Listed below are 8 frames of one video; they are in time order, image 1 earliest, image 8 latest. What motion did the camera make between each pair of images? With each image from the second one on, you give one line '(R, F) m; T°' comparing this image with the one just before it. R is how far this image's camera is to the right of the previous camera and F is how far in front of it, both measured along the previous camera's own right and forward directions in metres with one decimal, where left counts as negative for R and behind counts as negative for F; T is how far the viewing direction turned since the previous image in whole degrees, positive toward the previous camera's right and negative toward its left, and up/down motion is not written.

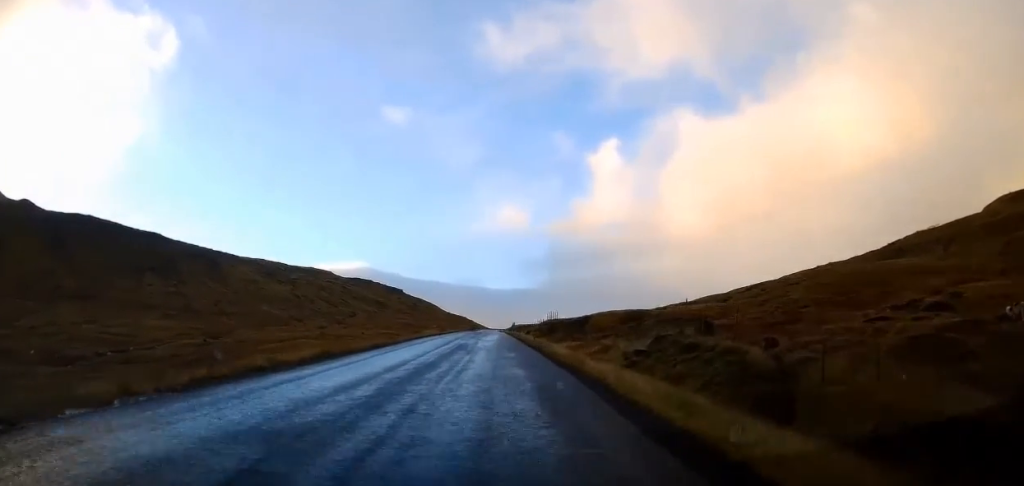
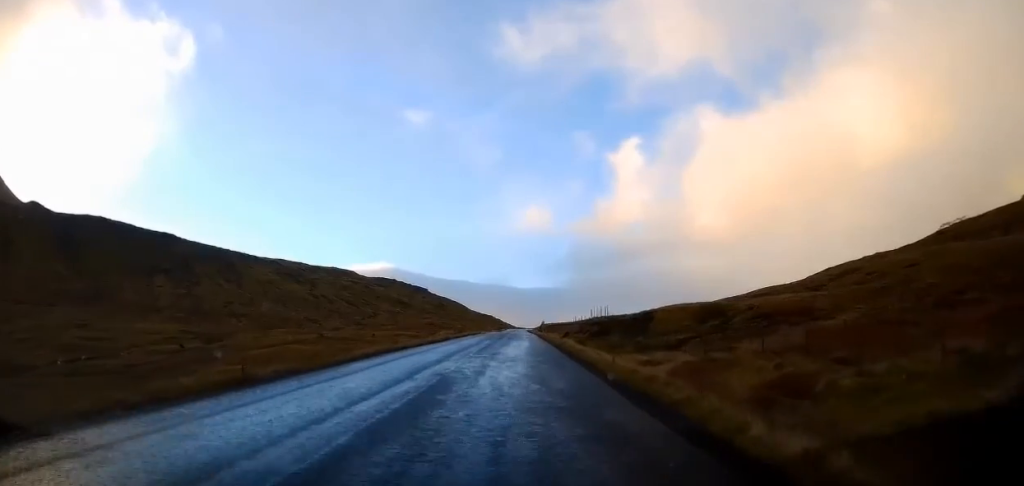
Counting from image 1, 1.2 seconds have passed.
(-1.0, +19.4) m; -4°
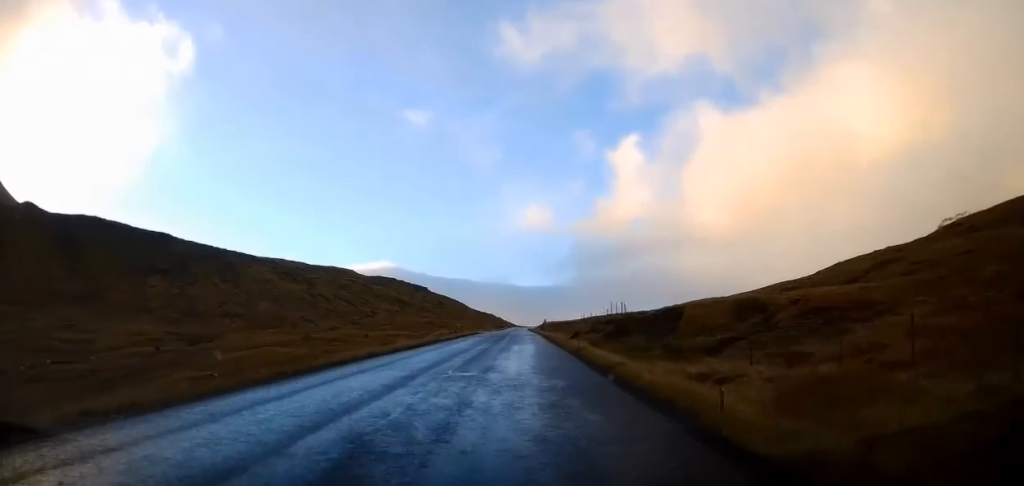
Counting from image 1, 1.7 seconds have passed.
(-0.1, +8.2) m; -1°
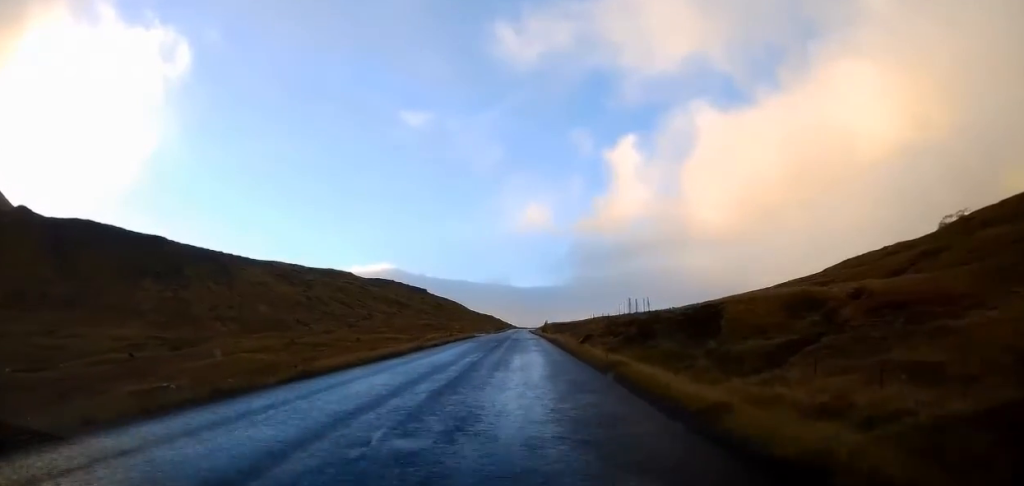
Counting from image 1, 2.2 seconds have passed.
(0.0, +8.2) m; 0°
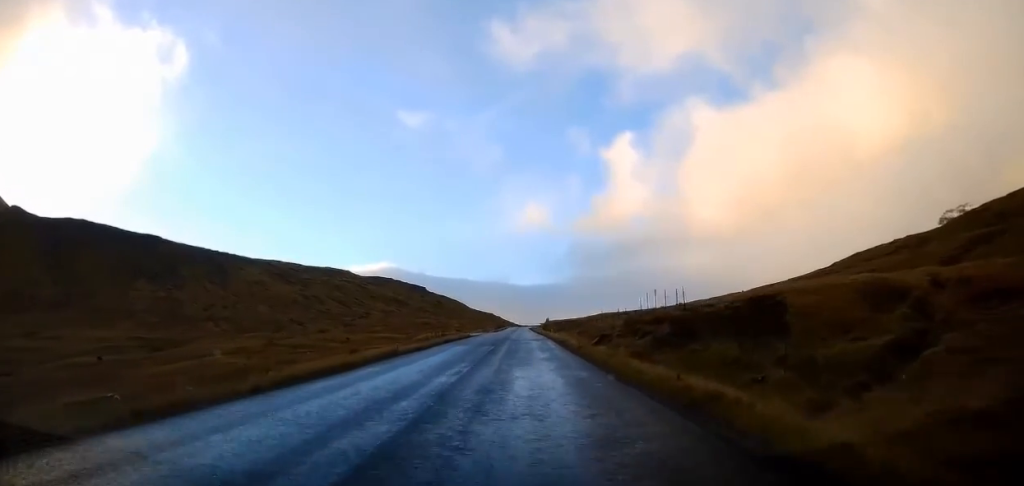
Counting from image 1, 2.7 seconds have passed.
(-0.1, +8.2) m; 0°
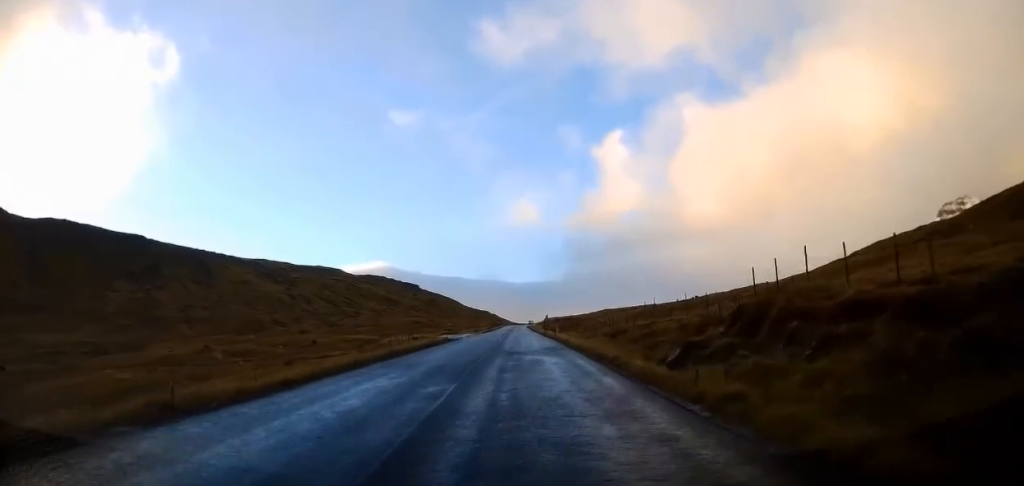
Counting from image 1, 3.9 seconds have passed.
(+0.1, +19.1) m; 0°
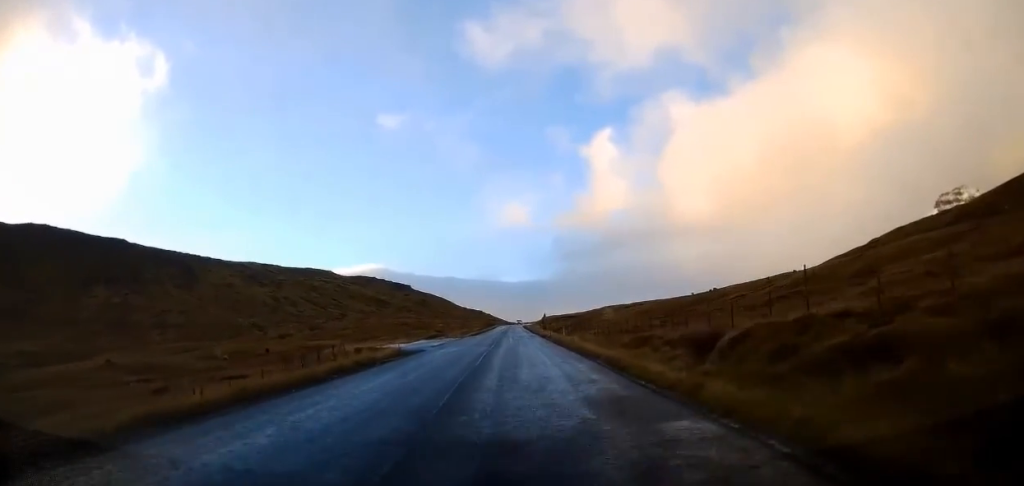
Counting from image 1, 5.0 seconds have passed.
(-0.2, +18.7) m; -1°
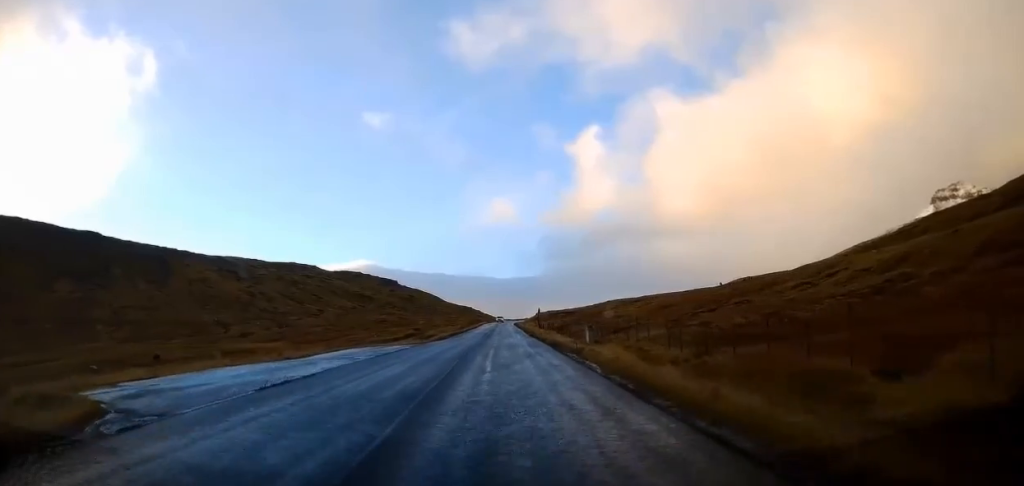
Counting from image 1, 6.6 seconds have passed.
(+0.5, +26.6) m; +2°
